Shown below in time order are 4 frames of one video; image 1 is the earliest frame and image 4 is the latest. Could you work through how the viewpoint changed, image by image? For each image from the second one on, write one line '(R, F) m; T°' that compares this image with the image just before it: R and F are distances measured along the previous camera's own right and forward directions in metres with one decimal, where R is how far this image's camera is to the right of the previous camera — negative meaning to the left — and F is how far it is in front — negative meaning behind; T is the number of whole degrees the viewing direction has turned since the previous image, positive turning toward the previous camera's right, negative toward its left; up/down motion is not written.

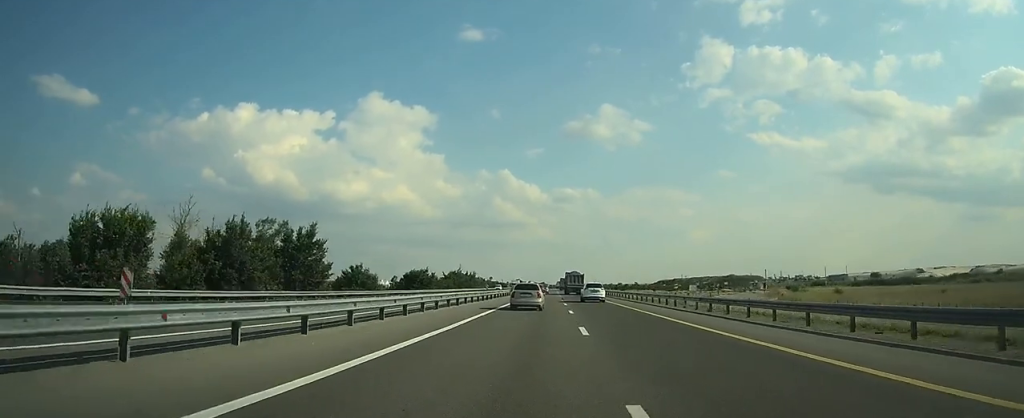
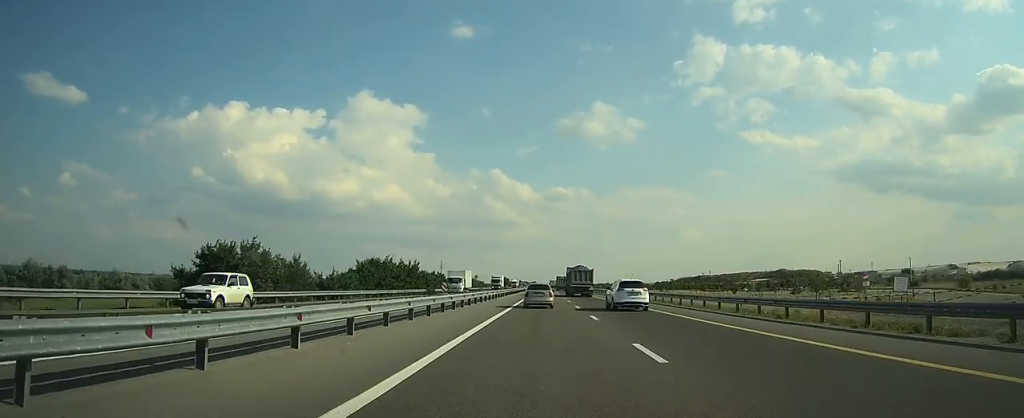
(+0.5, +64.9) m; +1°
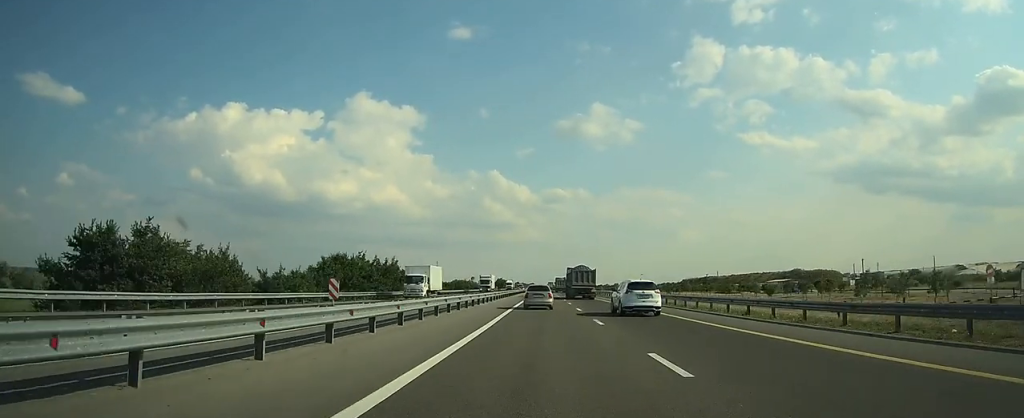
(0.0, +13.5) m; 0°
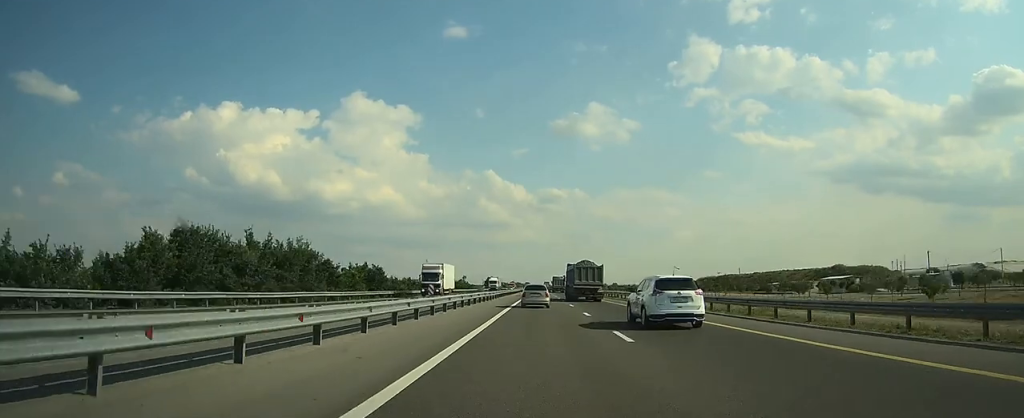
(+0.2, +30.5) m; +1°
